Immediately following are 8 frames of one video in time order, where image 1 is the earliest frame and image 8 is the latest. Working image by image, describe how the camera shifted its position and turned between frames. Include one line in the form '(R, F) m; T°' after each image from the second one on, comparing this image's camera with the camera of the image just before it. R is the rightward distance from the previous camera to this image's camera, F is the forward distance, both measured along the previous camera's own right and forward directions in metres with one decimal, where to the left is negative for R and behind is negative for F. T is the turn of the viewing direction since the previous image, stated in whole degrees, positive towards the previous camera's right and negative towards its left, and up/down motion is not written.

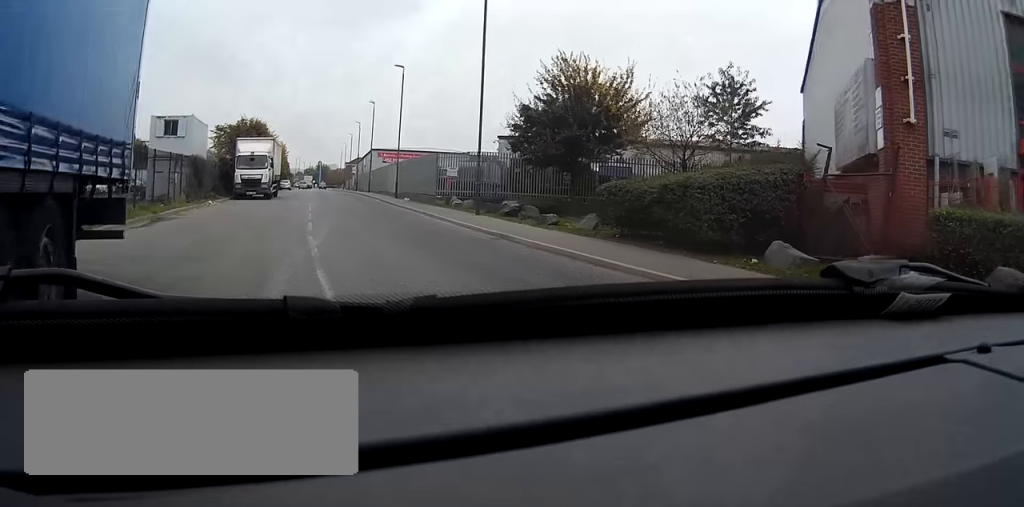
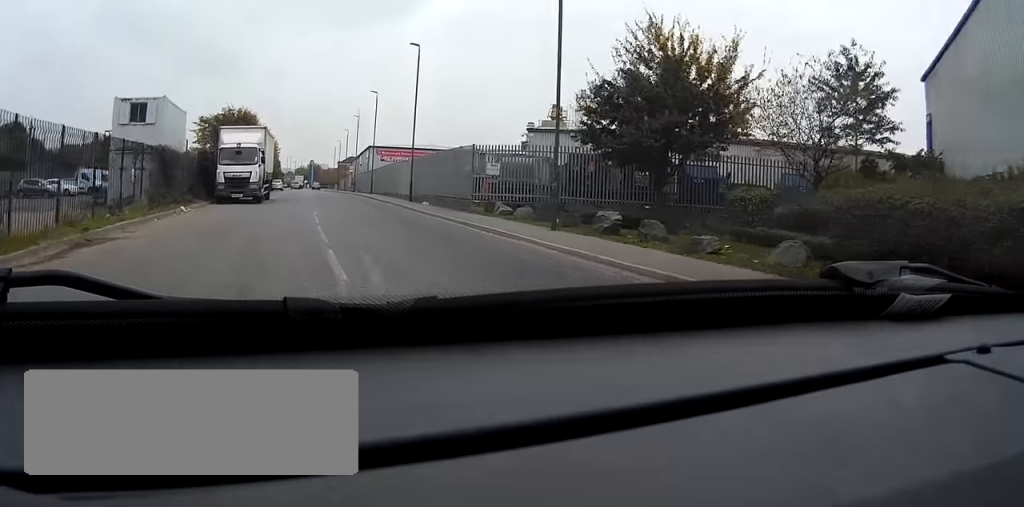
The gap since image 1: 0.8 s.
(0.0, +8.9) m; +1°
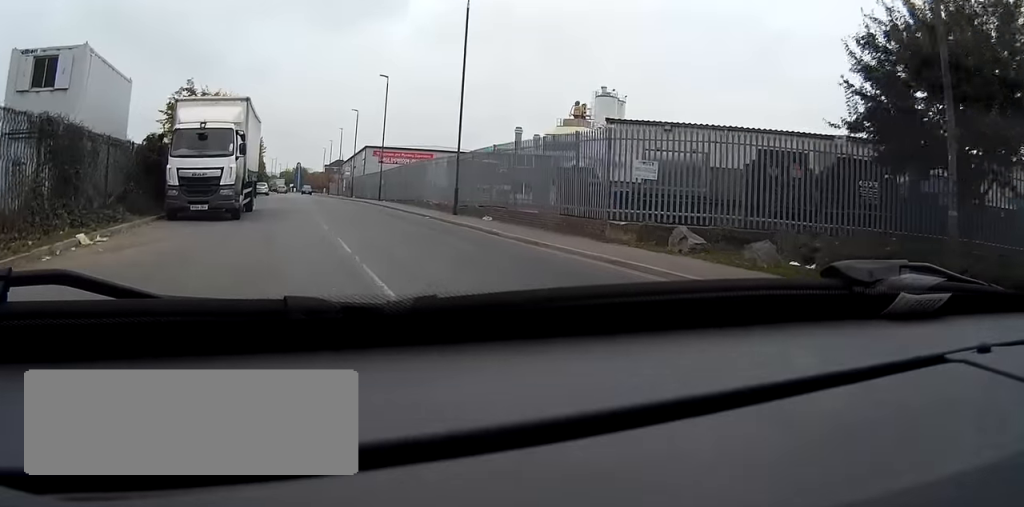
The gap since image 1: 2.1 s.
(+0.3, +14.4) m; +2°
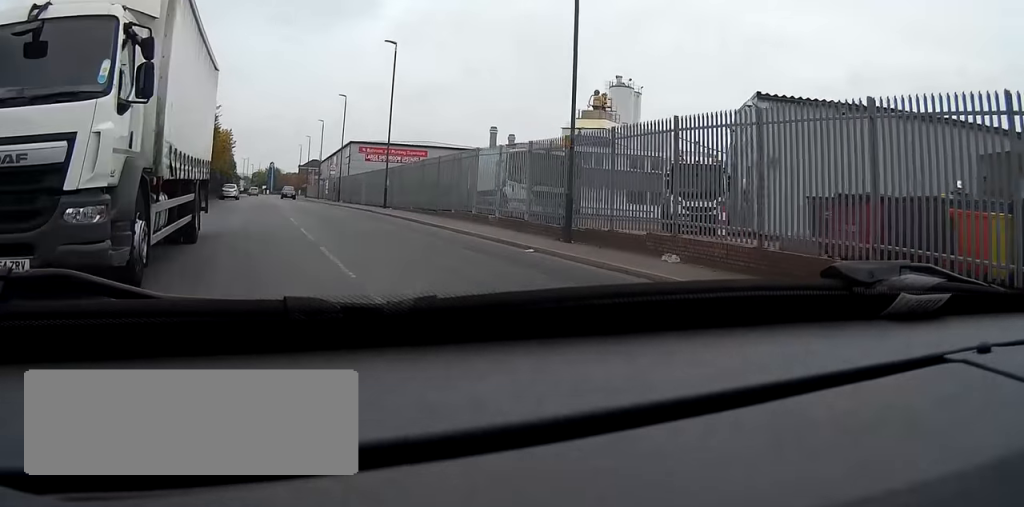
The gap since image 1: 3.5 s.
(+0.2, +15.1) m; +1°
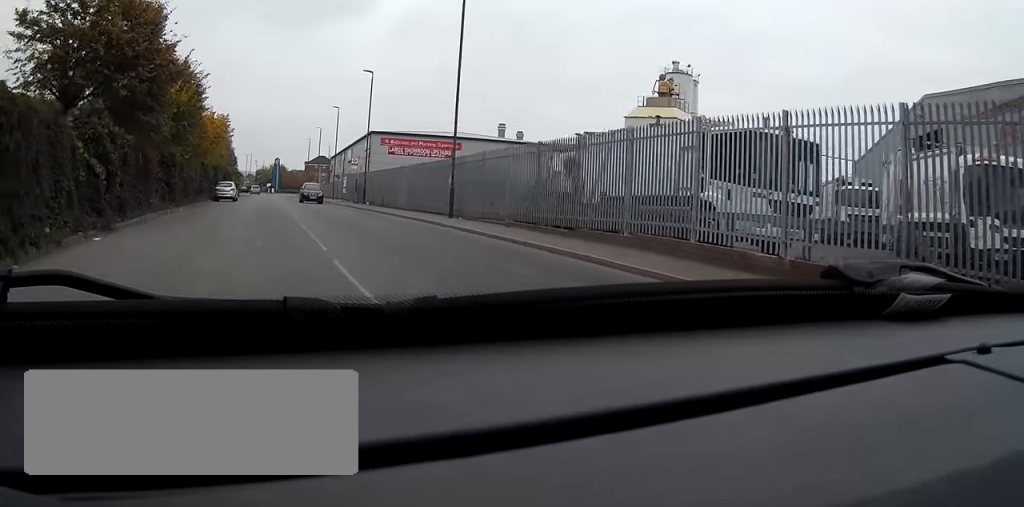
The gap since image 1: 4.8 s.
(0.0, +14.6) m; 0°
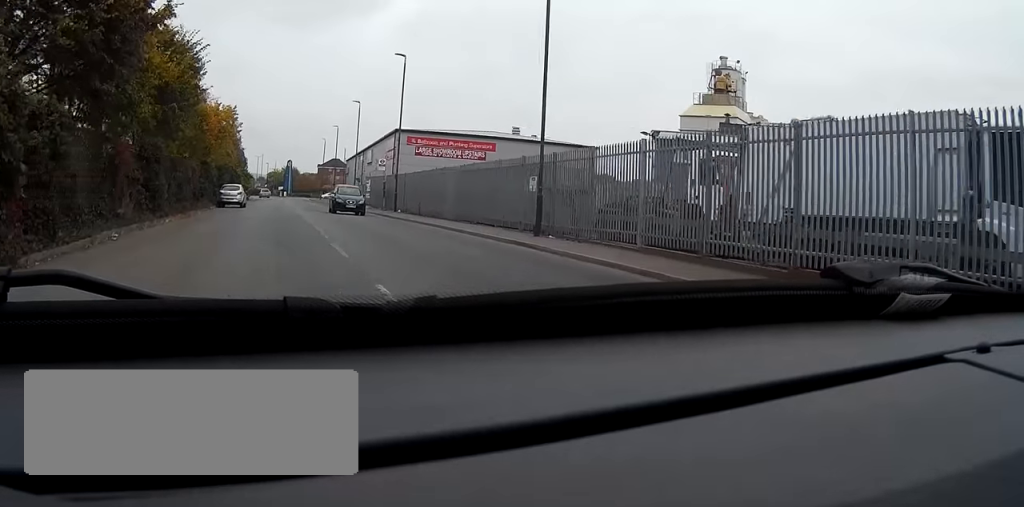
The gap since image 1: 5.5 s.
(0.0, +8.2) m; -1°
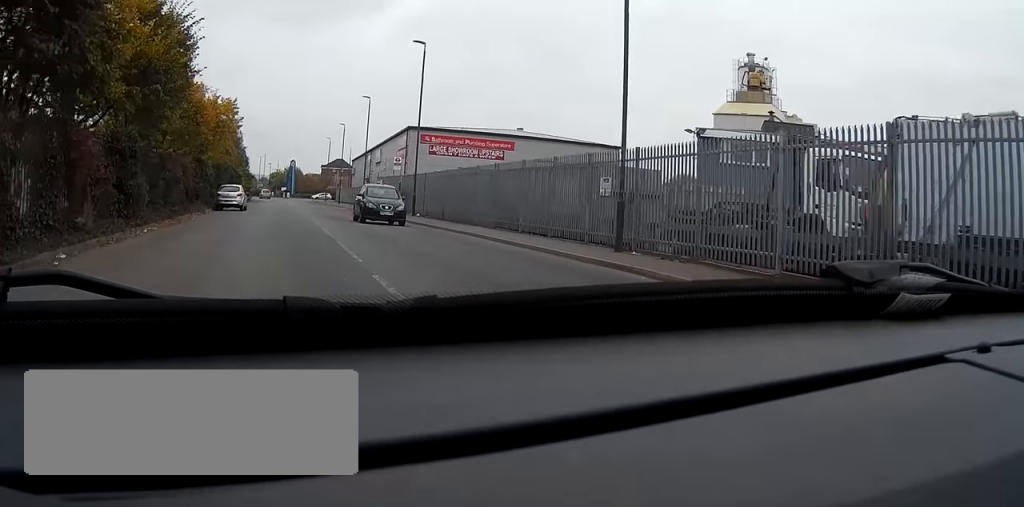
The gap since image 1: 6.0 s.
(0.0, +4.9) m; 0°
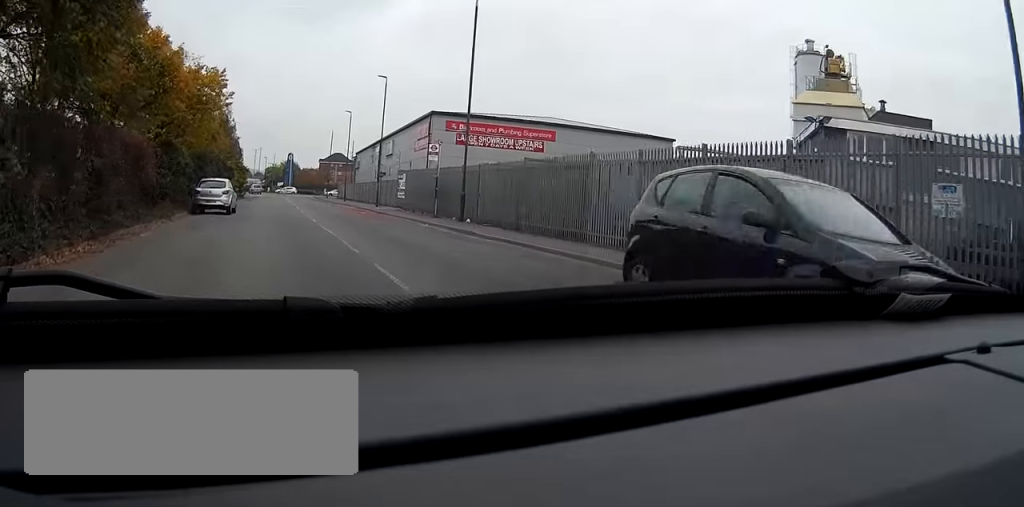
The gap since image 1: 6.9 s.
(-0.2, +10.9) m; 0°
